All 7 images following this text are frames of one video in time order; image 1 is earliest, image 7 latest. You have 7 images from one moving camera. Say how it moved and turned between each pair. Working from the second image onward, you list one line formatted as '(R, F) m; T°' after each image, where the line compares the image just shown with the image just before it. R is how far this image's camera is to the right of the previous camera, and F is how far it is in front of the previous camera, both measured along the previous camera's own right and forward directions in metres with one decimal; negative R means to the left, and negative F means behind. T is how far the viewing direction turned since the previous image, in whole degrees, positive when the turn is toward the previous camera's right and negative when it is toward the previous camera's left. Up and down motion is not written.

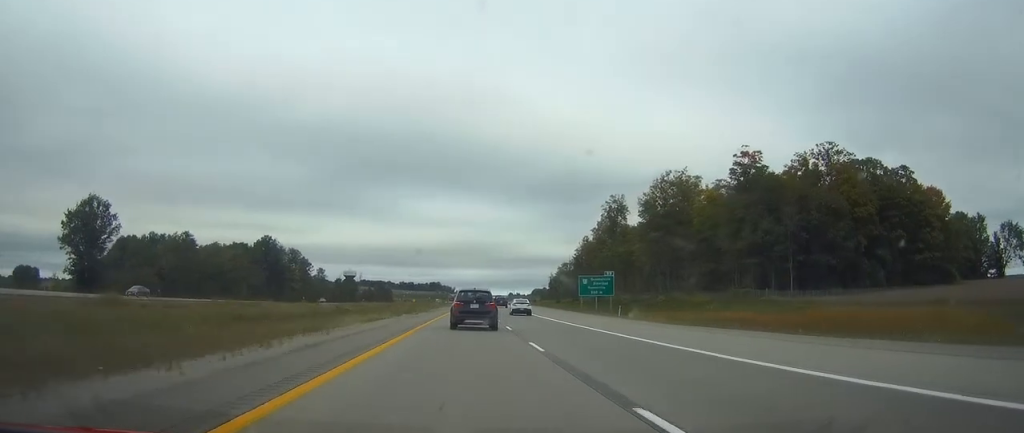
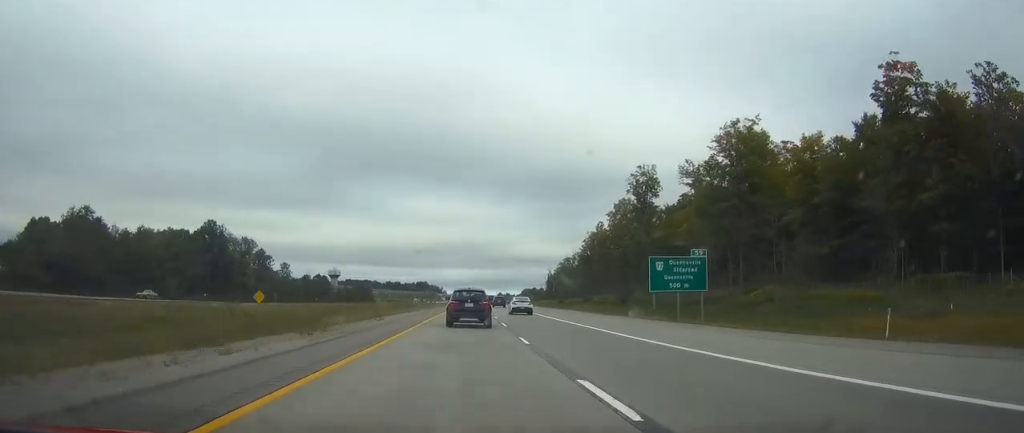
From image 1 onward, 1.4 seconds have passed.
(+0.4, +46.2) m; +1°
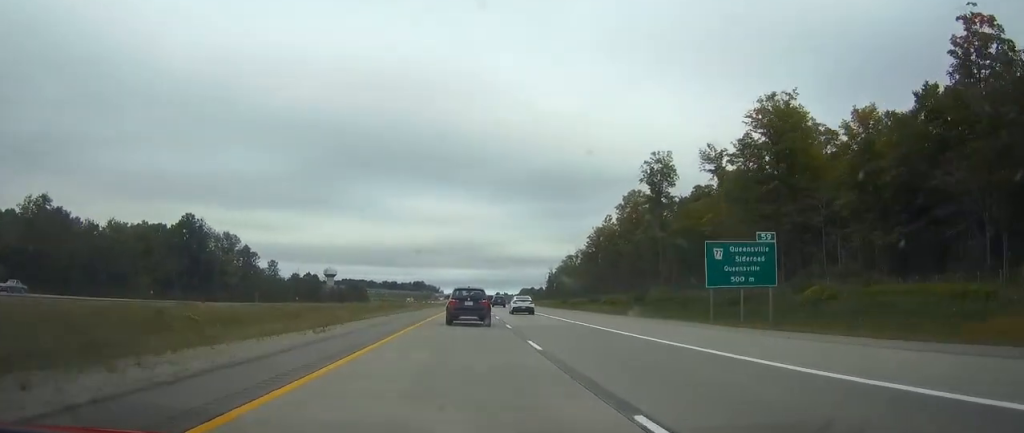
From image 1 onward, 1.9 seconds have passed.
(0.0, +15.1) m; 0°
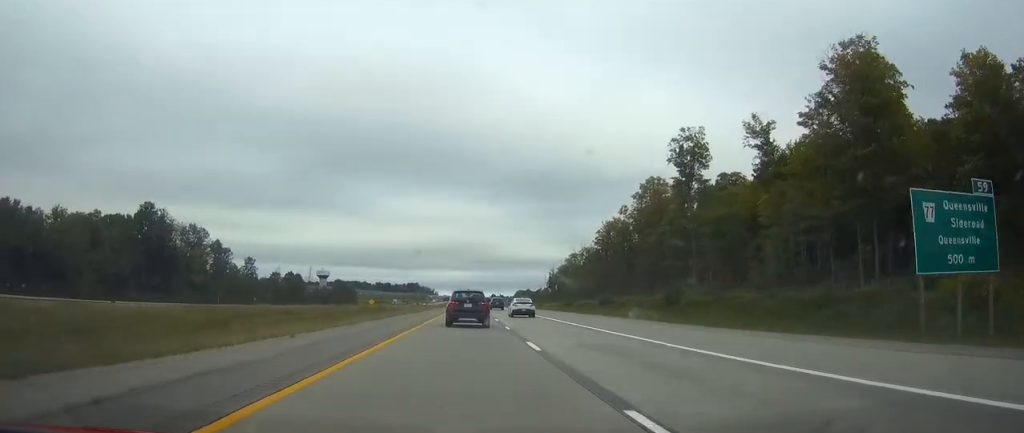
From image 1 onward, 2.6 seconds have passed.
(0.0, +23.8) m; 0°
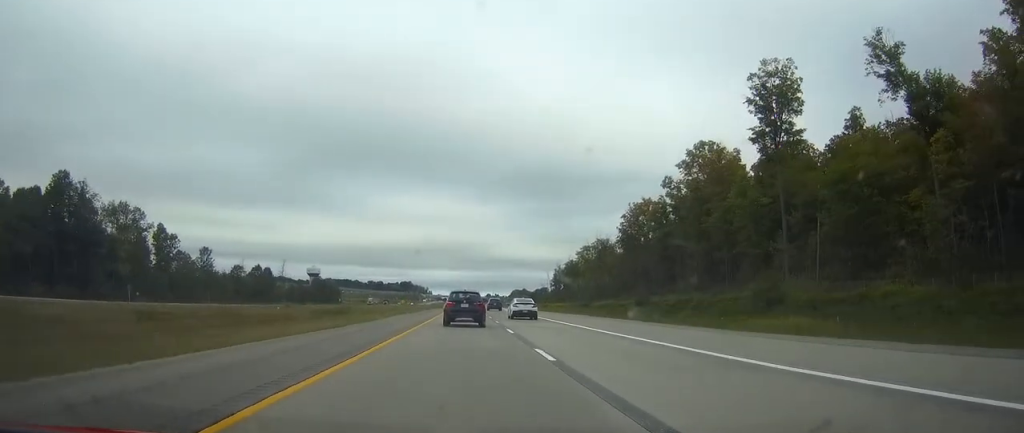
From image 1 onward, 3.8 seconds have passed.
(+0.2, +39.1) m; 0°
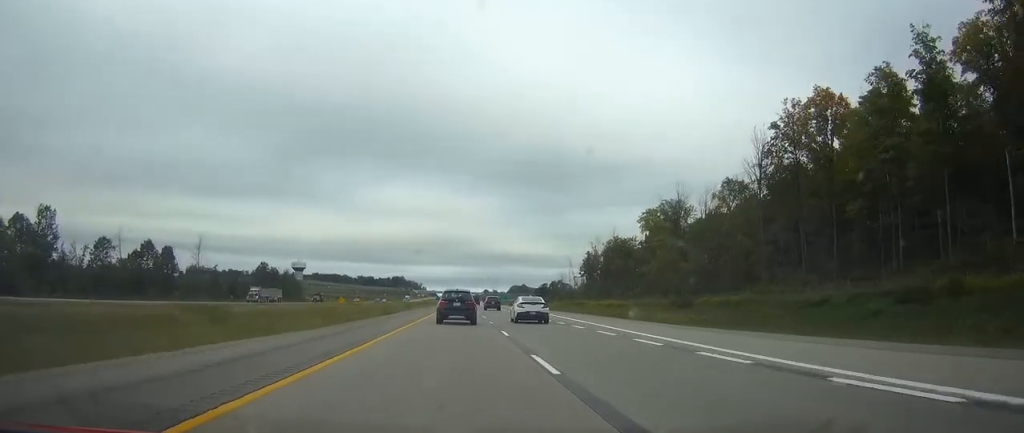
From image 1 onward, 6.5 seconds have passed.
(+0.4, +87.4) m; 0°
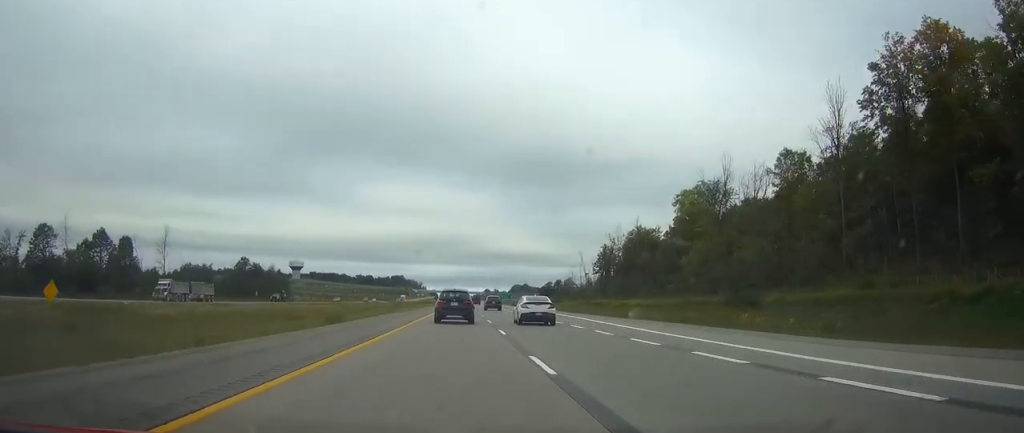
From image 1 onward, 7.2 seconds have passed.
(0.0, +24.2) m; 0°
